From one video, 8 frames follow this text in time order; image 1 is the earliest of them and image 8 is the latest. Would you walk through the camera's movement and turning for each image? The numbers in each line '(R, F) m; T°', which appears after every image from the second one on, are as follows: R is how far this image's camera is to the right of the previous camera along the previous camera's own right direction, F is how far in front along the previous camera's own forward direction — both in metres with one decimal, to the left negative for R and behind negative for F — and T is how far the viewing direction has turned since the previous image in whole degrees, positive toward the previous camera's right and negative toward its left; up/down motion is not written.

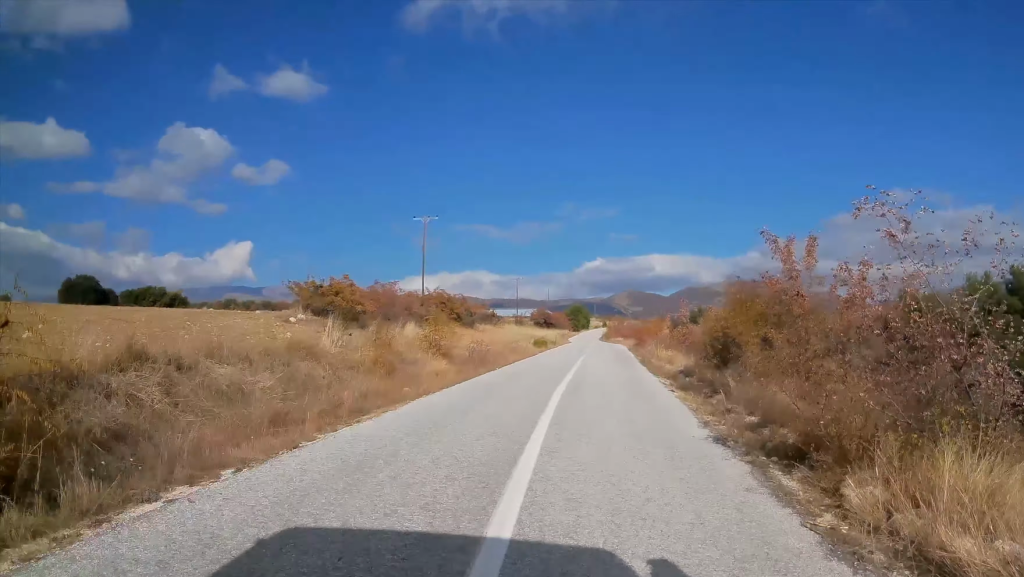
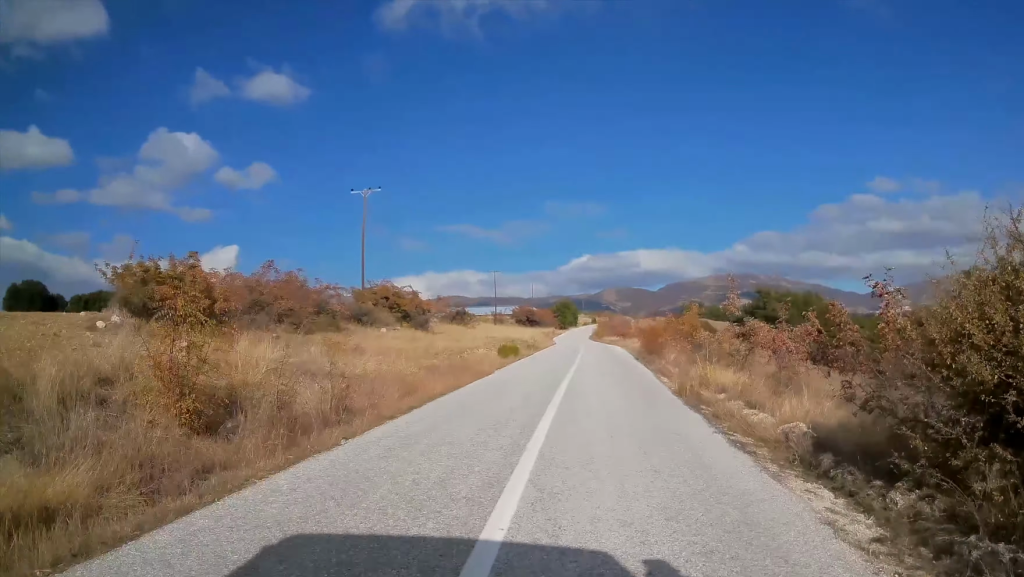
(+0.1, +14.8) m; +1°
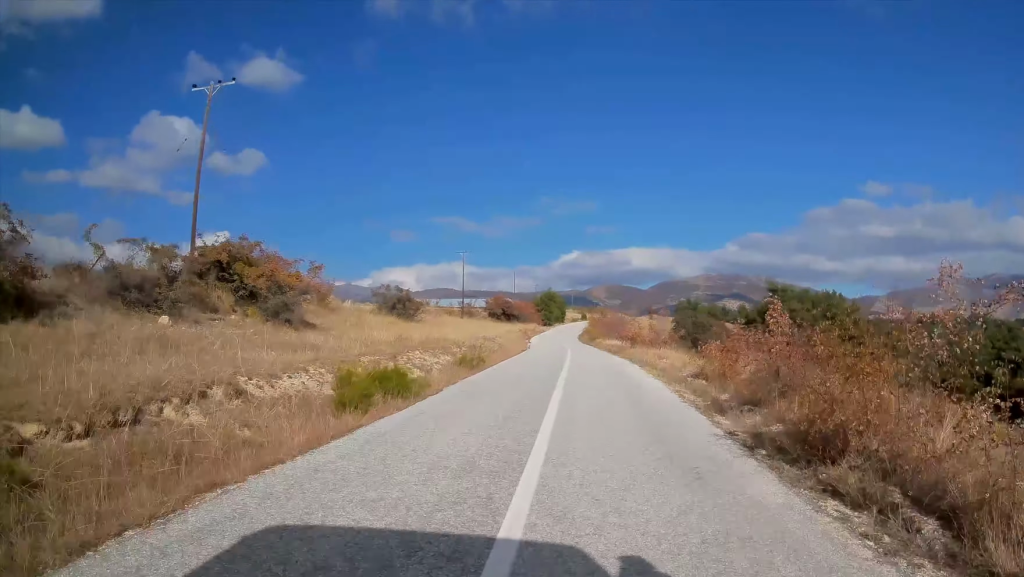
(+0.3, +22.7) m; +1°
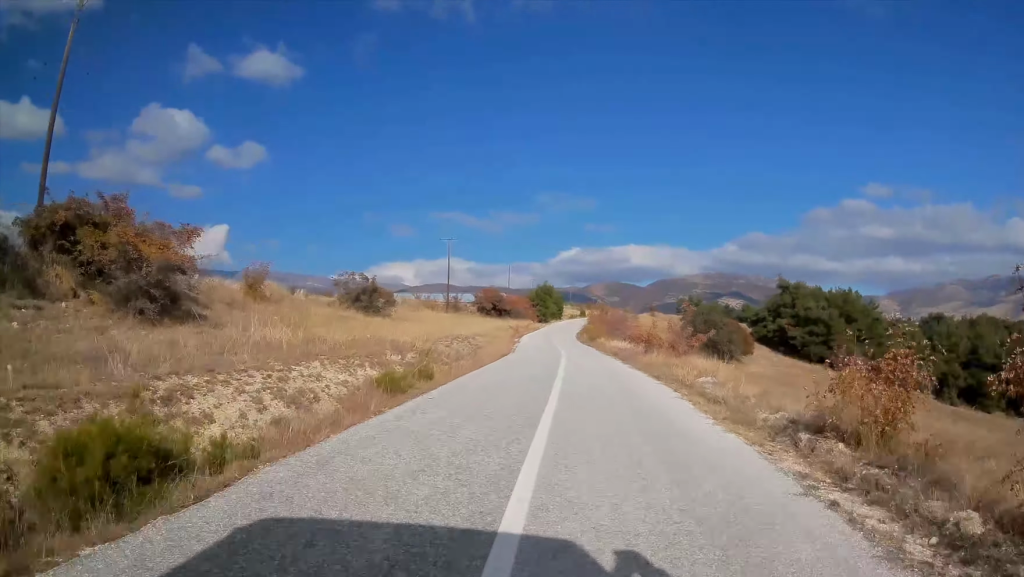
(0.0, +9.7) m; 0°
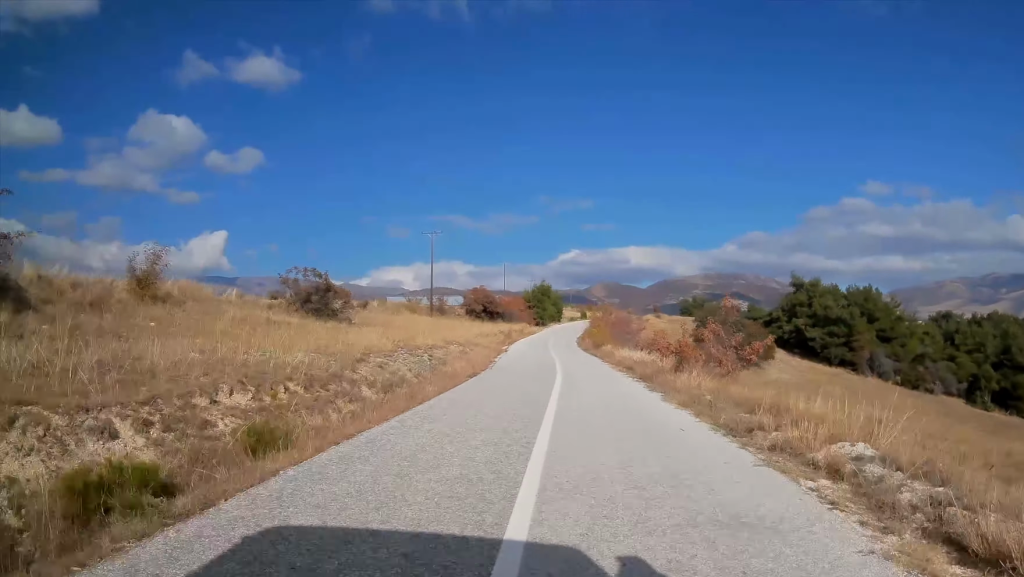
(0.0, +9.7) m; -1°
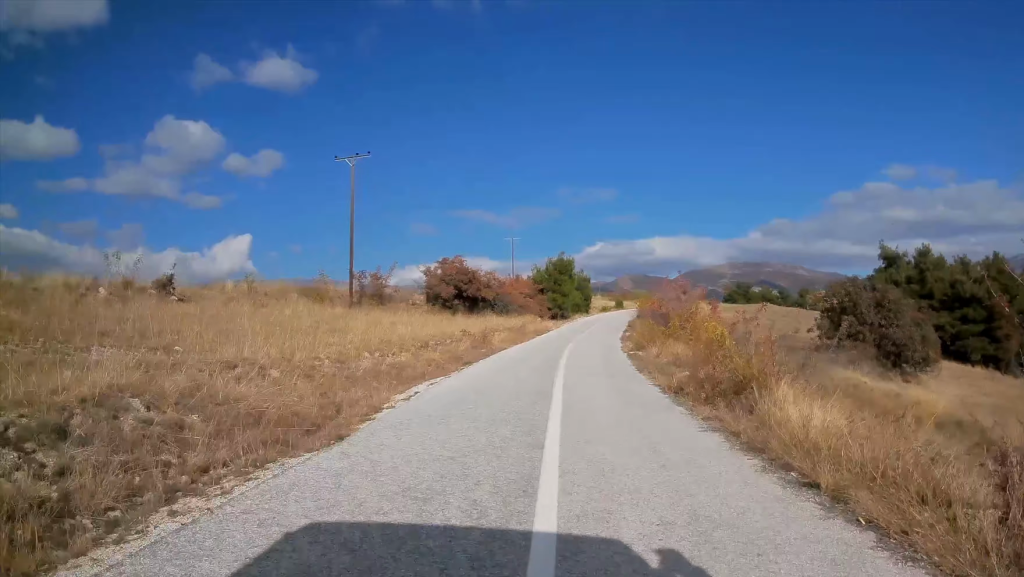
(-0.6, +33.6) m; -2°
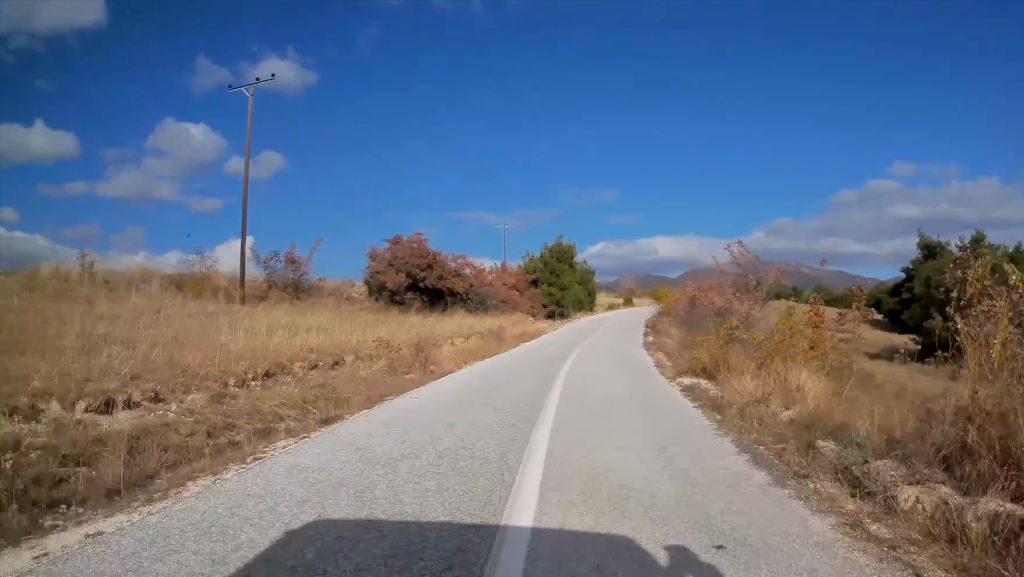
(-0.1, +13.7) m; 0°
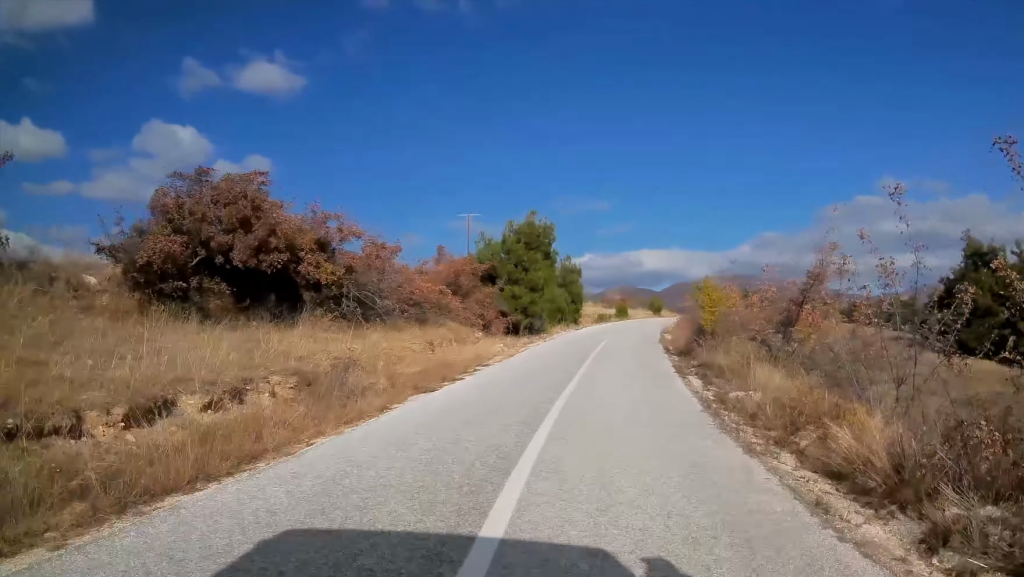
(0.0, +18.4) m; +1°
